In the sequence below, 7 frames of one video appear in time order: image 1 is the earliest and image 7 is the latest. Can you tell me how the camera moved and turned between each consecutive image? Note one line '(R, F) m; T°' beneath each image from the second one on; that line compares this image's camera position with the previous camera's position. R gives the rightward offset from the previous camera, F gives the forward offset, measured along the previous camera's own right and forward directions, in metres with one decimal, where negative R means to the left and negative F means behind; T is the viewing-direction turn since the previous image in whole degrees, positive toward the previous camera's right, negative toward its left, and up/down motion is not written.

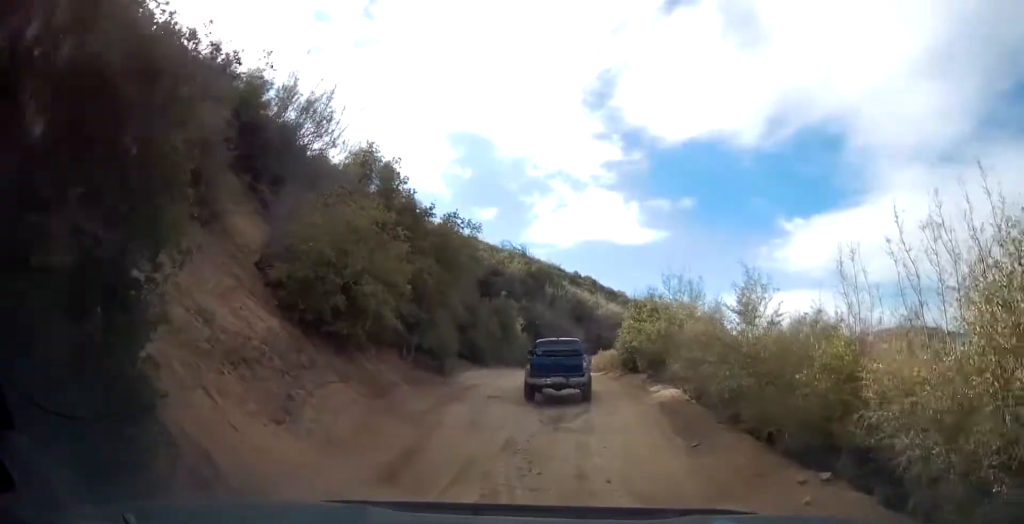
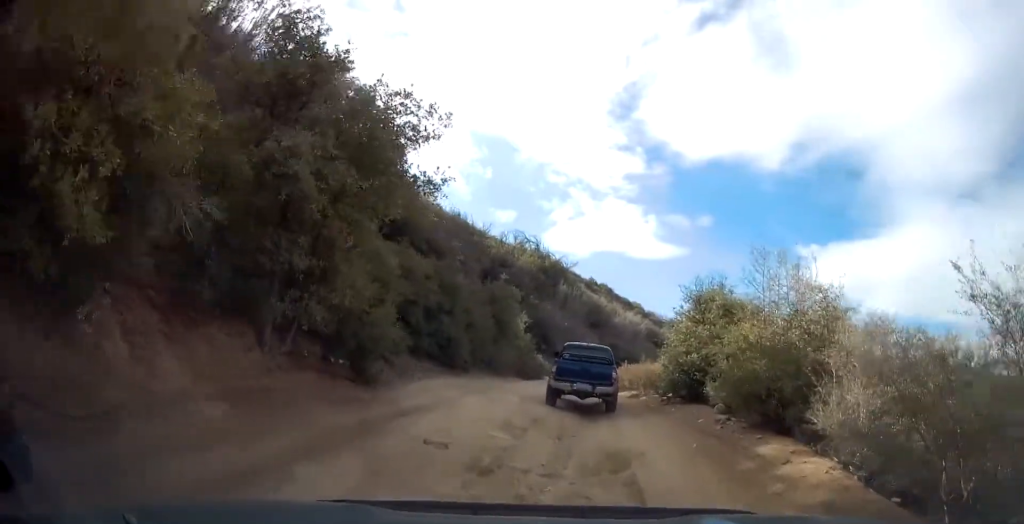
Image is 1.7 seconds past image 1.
(0.0, +8.5) m; 0°
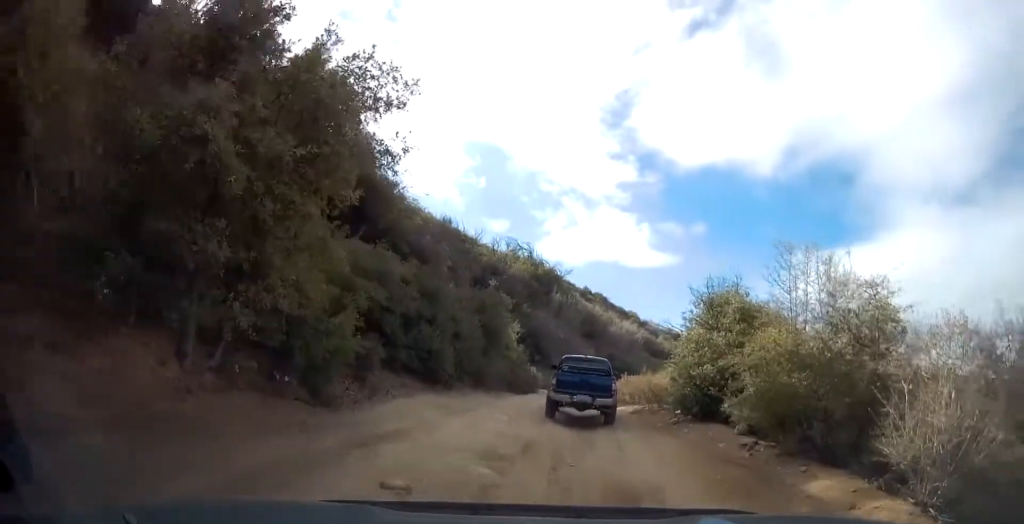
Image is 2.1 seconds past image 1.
(0.0, +1.9) m; +1°
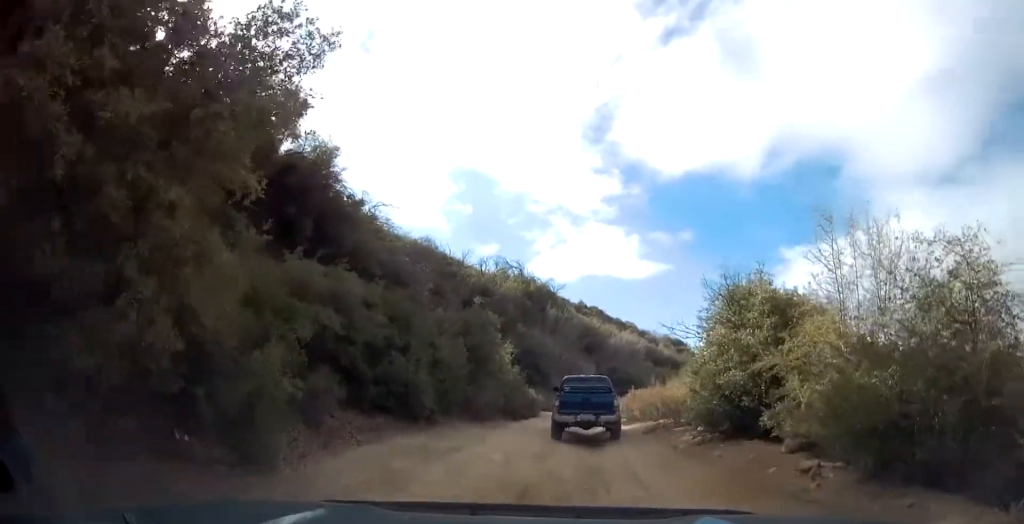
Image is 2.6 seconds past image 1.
(0.0, +2.5) m; +1°
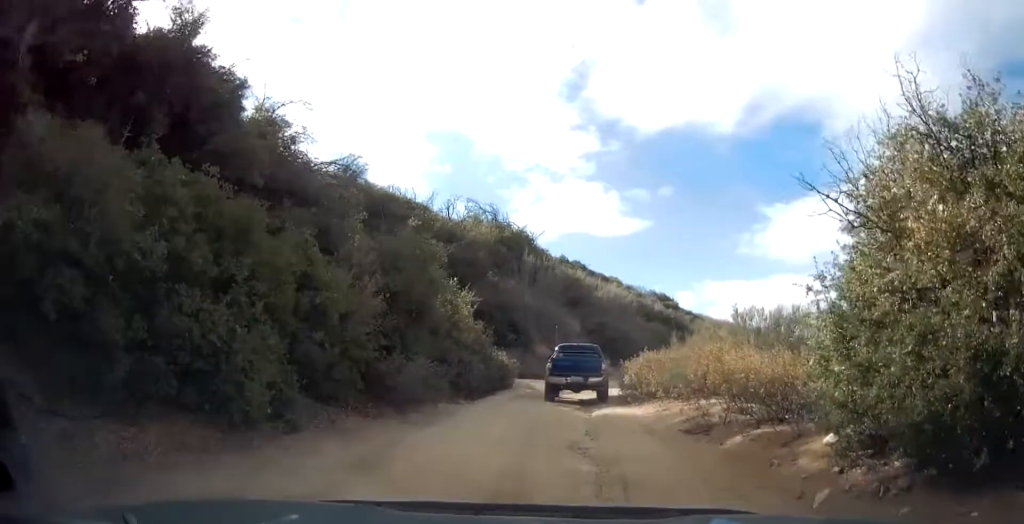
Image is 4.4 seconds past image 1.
(0.0, +7.5) m; -1°
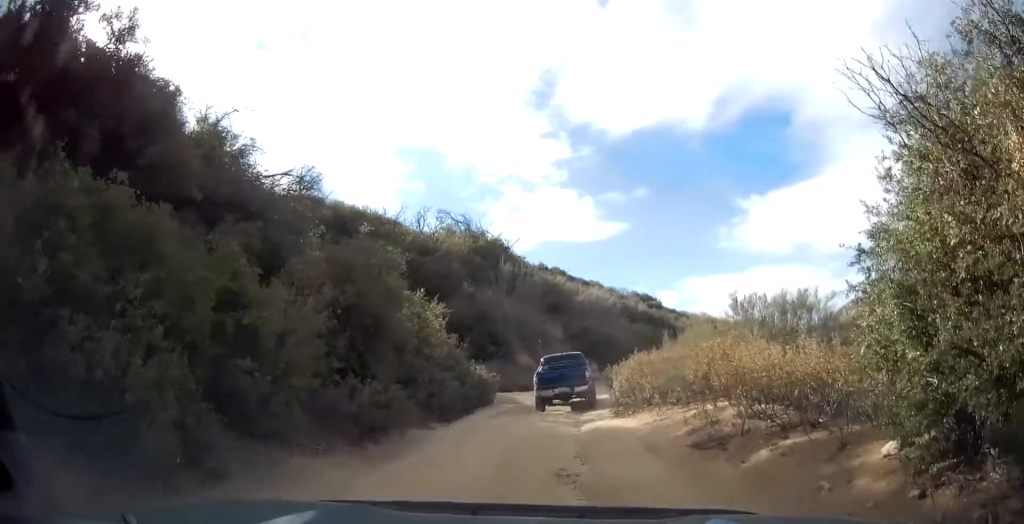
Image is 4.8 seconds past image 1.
(-0.1, +1.8) m; 0°
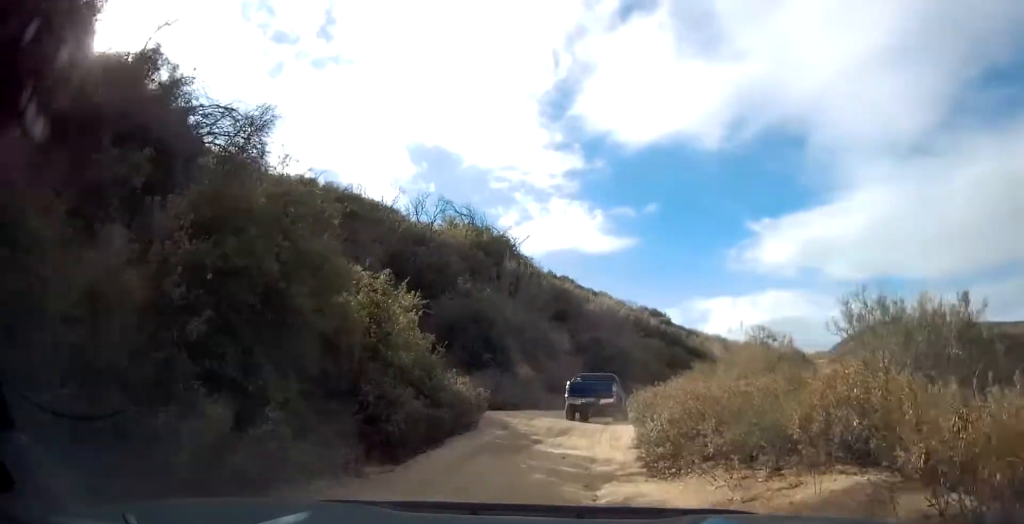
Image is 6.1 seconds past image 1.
(+0.2, +5.1) m; +1°
